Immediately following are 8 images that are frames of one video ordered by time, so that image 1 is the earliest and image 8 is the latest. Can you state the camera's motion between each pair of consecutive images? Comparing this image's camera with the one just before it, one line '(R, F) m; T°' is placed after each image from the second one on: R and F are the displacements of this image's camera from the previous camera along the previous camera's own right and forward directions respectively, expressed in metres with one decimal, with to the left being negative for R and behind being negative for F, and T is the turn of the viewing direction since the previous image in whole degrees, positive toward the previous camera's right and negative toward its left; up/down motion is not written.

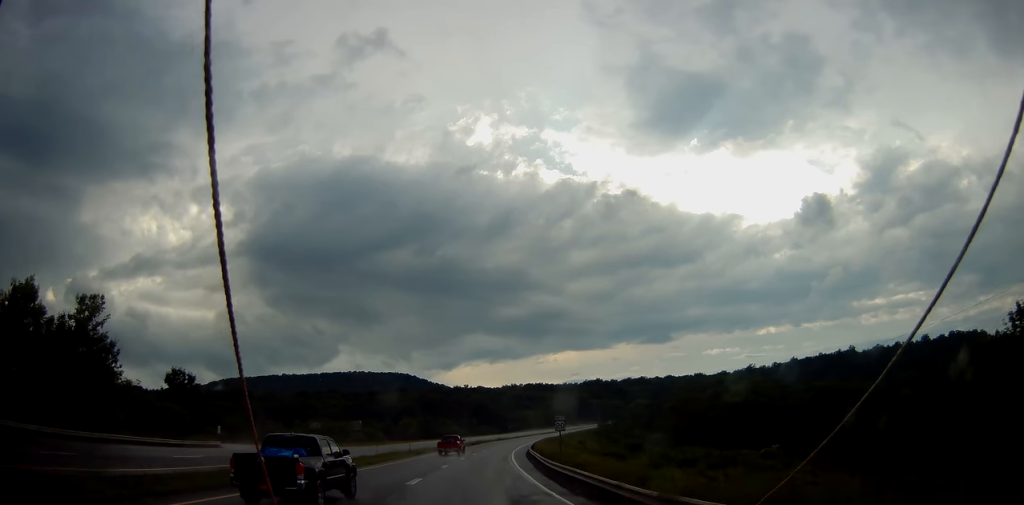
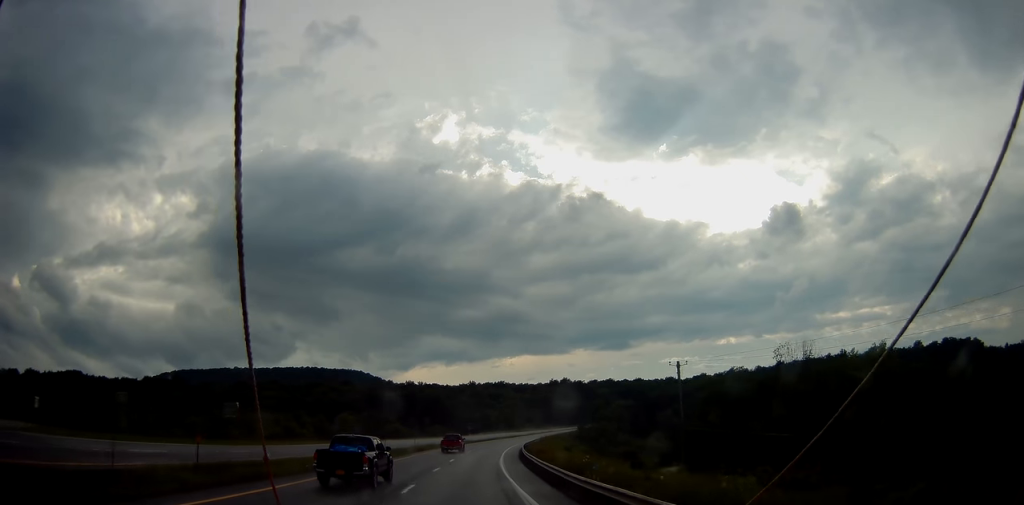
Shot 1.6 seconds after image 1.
(+0.6, +39.6) m; +4°
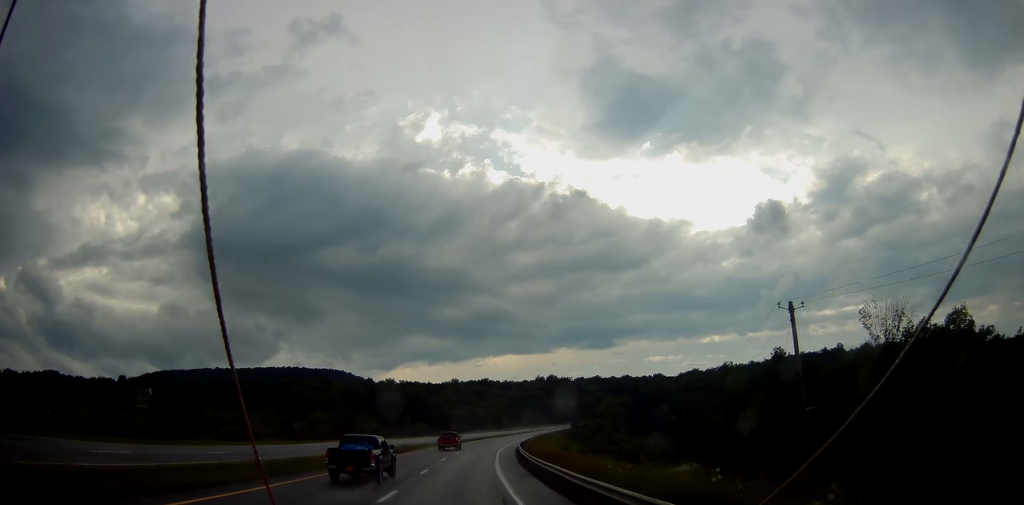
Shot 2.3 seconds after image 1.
(+0.6, +15.3) m; +2°
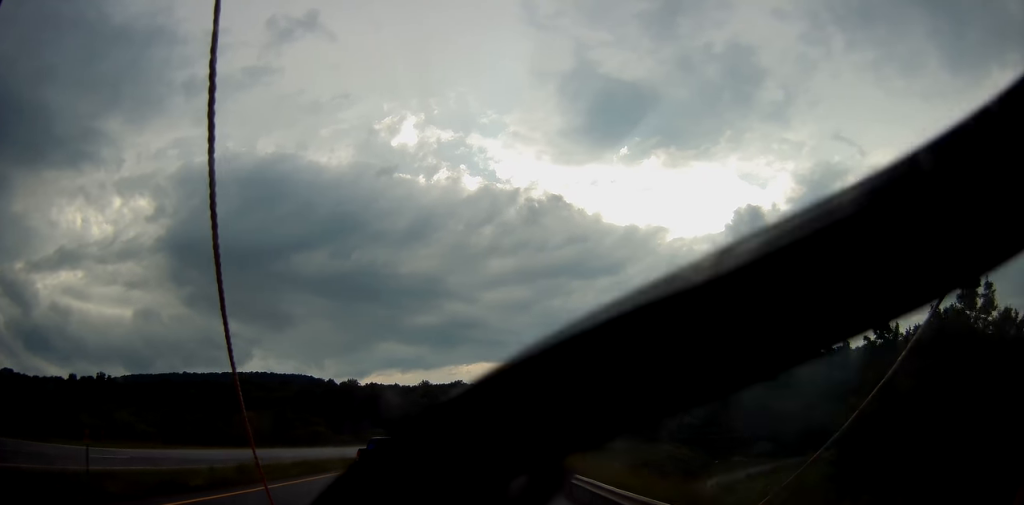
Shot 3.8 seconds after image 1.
(+1.2, +36.3) m; +4°
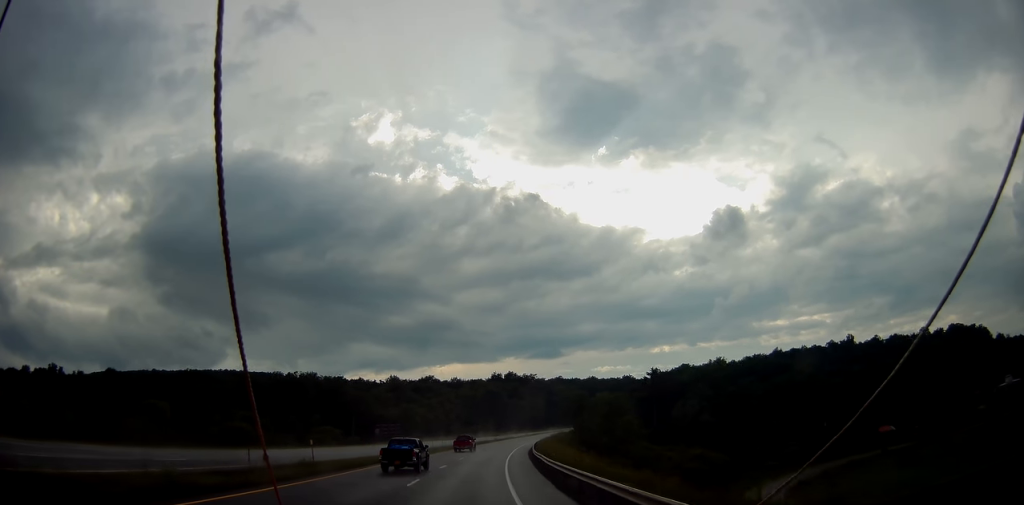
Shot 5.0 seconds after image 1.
(+0.9, +30.3) m; +3°
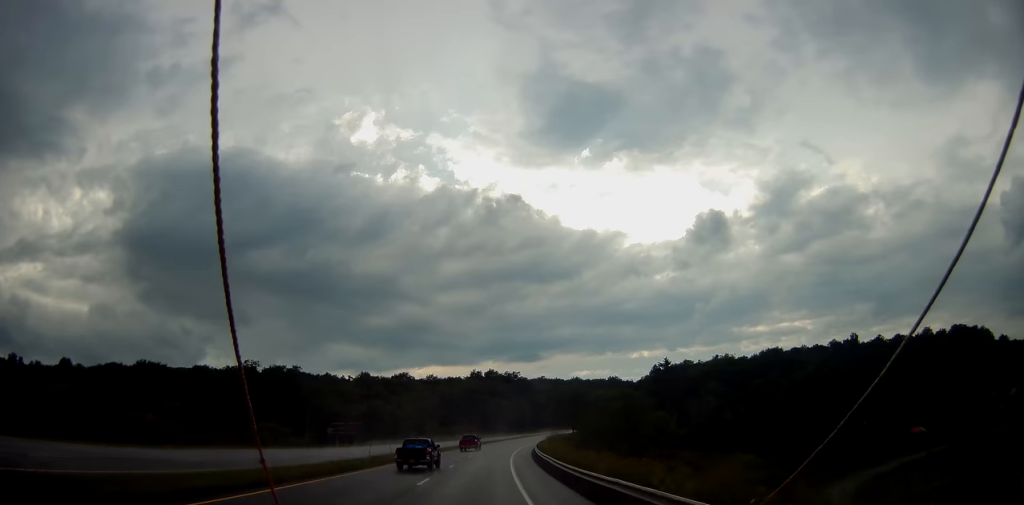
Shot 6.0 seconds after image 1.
(+0.4, +23.9) m; +2°
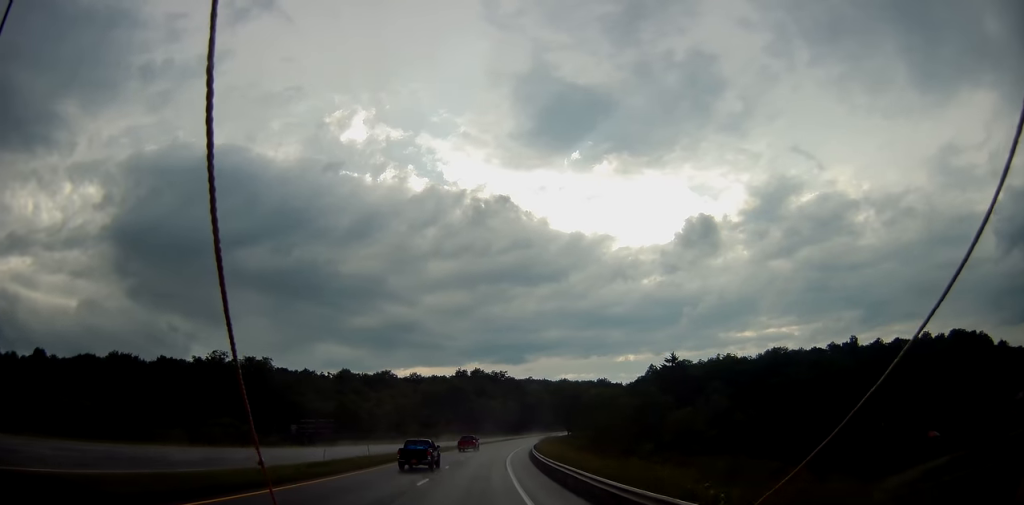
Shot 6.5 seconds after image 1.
(0.0, +12.0) m; +1°
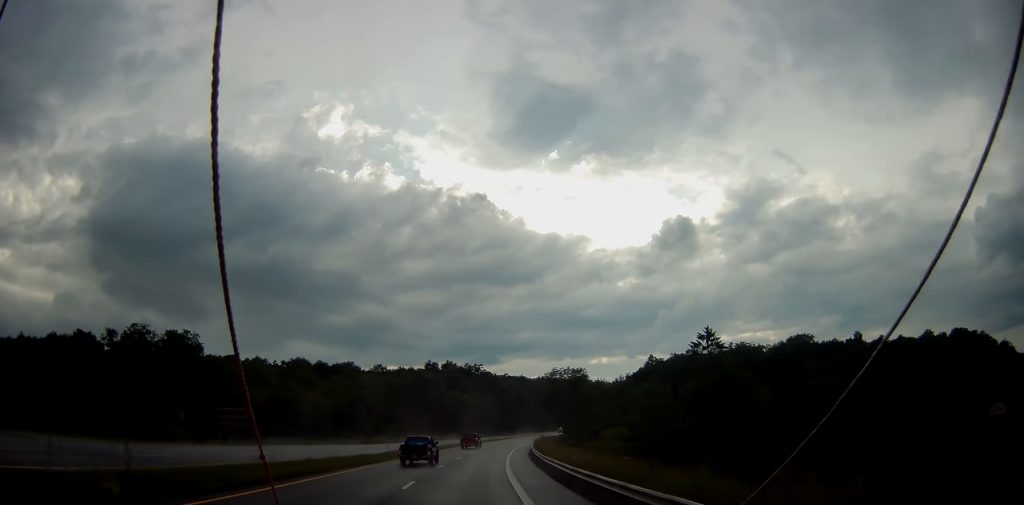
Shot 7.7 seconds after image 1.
(+0.7, +26.8) m; +3°
